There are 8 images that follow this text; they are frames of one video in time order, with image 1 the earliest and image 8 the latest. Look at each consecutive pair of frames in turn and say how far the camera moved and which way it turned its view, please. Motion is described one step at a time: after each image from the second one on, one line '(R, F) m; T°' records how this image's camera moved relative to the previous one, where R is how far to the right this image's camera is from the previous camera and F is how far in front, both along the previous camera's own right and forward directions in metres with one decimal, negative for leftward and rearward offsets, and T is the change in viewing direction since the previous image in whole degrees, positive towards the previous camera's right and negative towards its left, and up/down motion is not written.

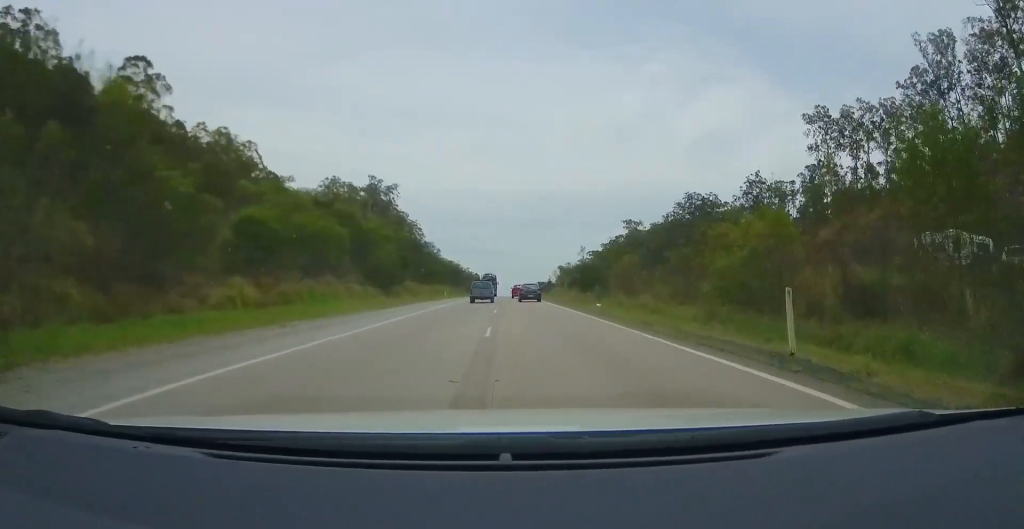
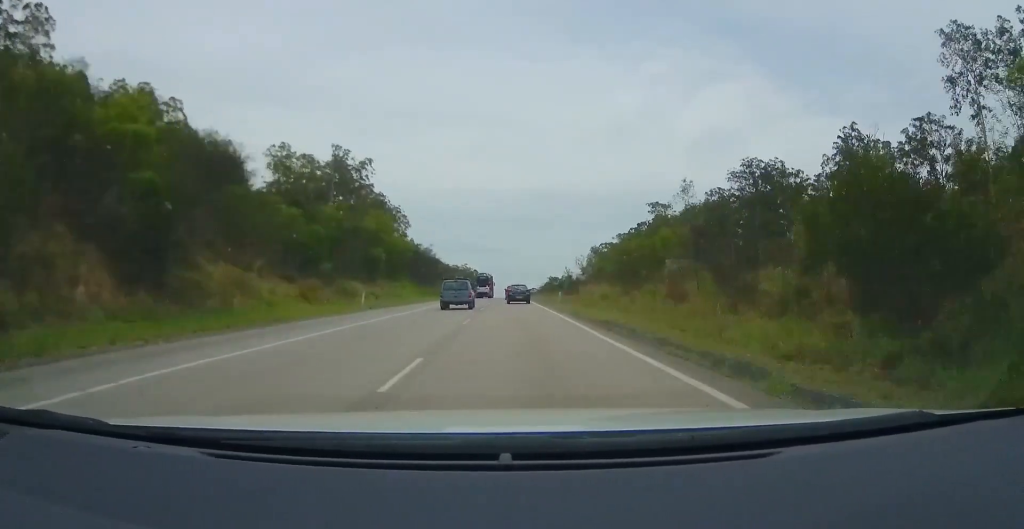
(0.0, +42.5) m; 0°
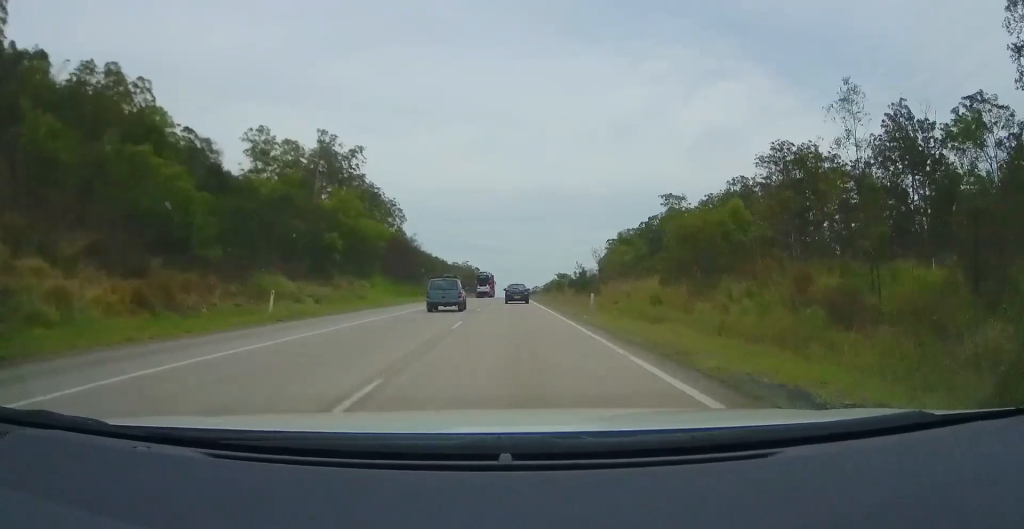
(0.0, +14.6) m; 0°
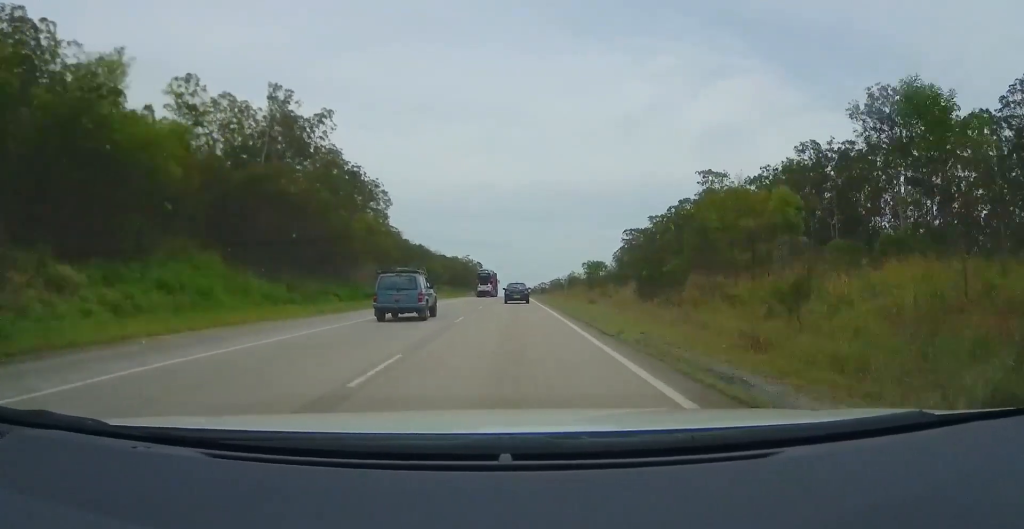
(-0.1, +32.5) m; -1°
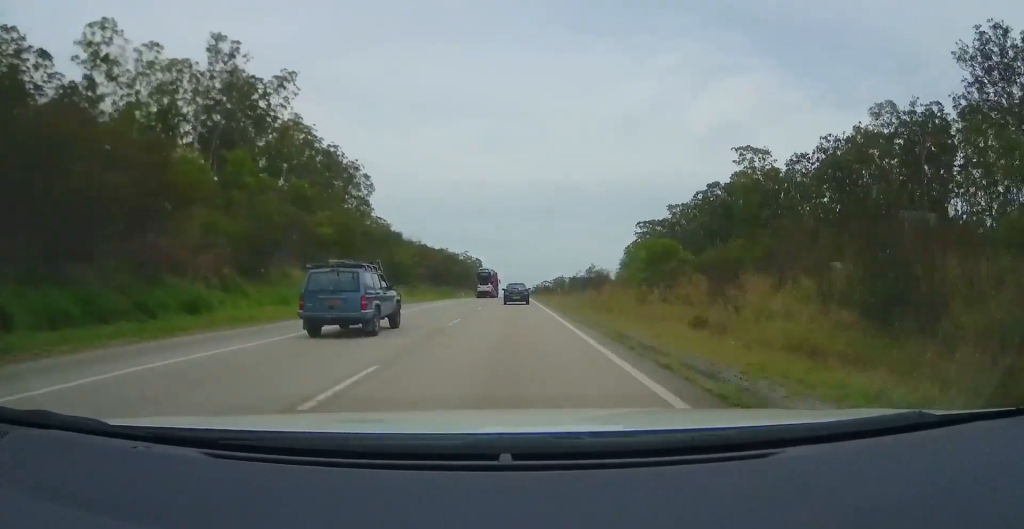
(-0.4, +25.2) m; 0°
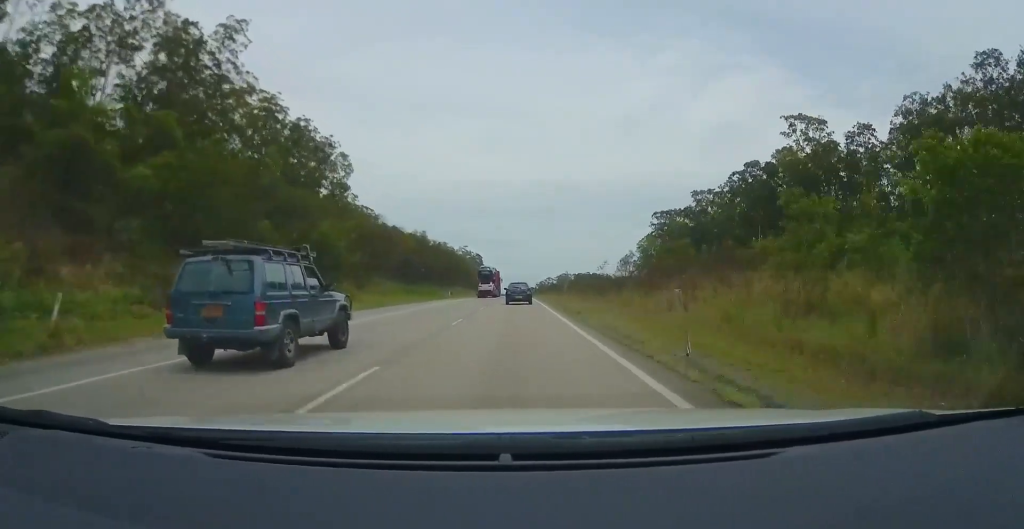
(+0.3, +23.8) m; +1°
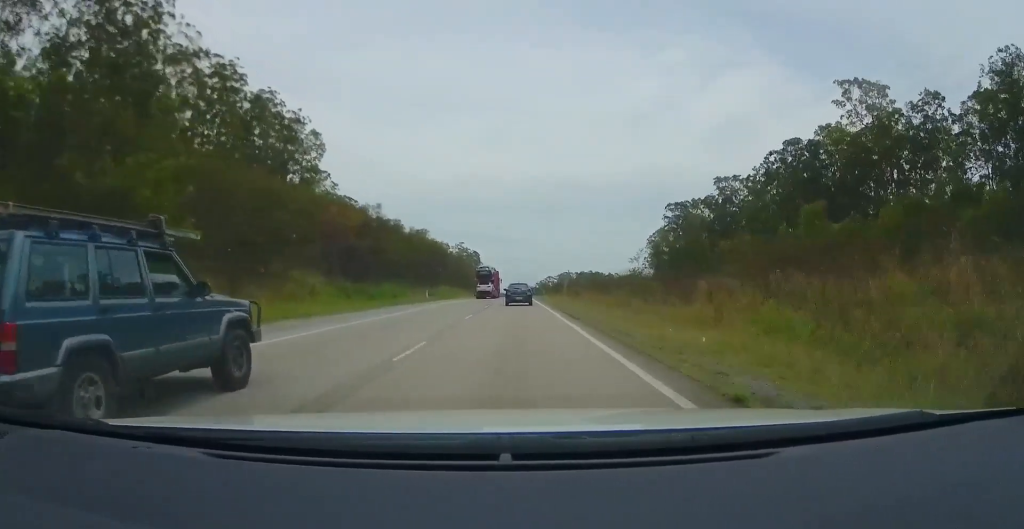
(+0.1, +20.2) m; 0°
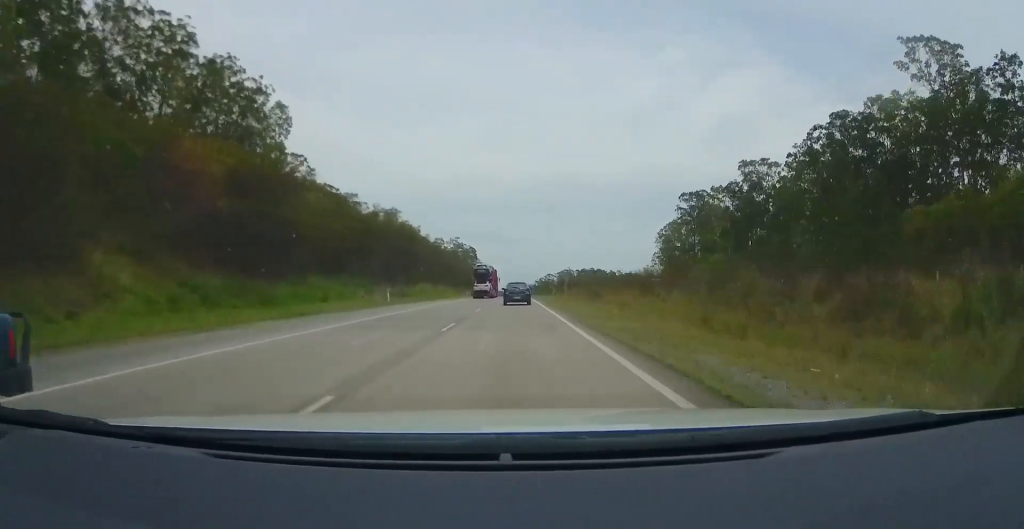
(+0.1, +17.9) m; -1°
